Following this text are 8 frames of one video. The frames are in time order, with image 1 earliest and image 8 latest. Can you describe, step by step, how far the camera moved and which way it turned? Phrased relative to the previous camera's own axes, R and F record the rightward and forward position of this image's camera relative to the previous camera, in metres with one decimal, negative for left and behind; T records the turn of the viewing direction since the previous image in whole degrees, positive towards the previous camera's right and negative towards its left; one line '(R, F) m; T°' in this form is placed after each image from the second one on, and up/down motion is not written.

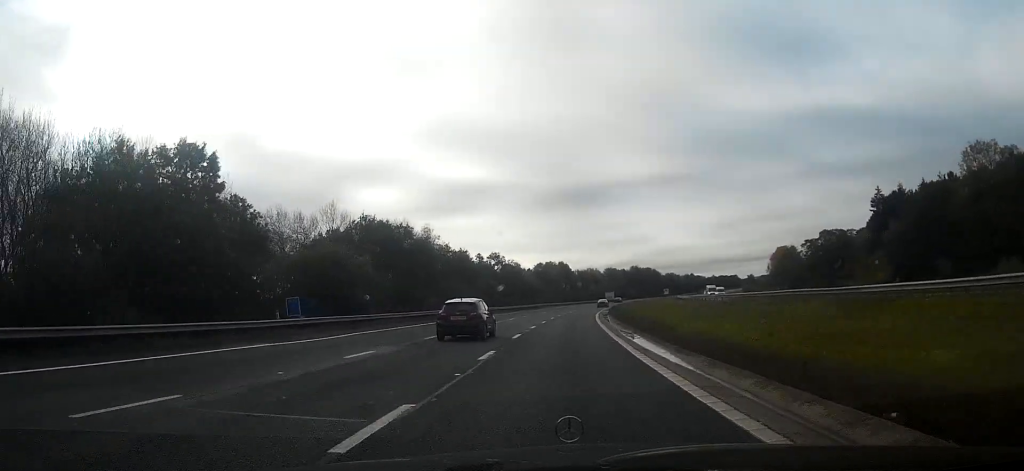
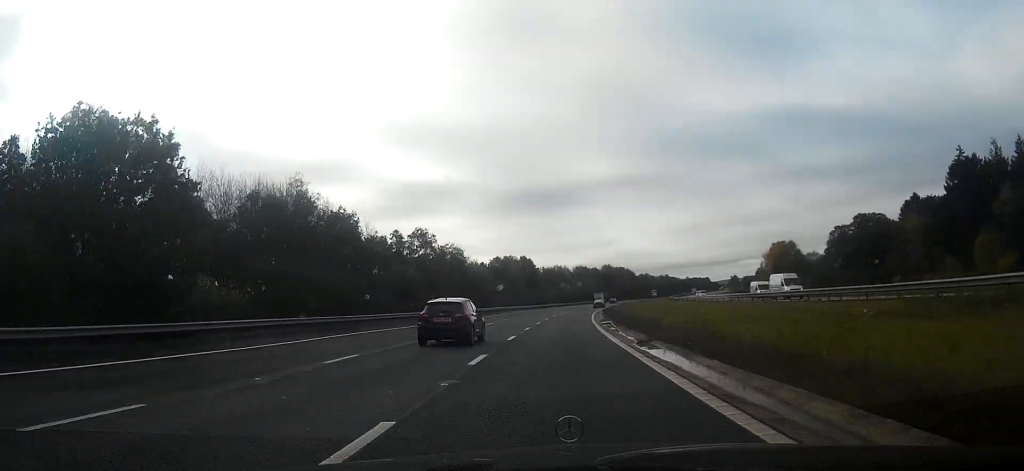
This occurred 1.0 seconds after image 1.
(+0.9, +35.7) m; +3°
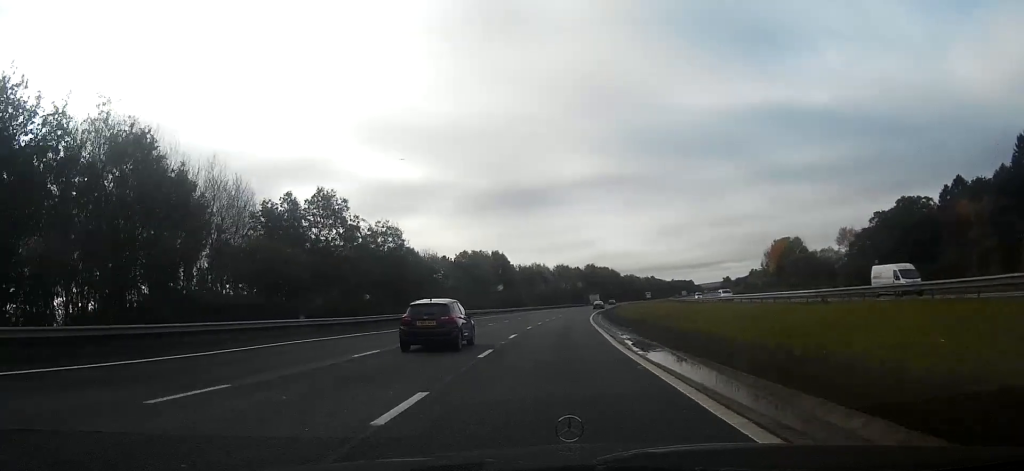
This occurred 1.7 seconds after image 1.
(+0.6, +24.2) m; +2°
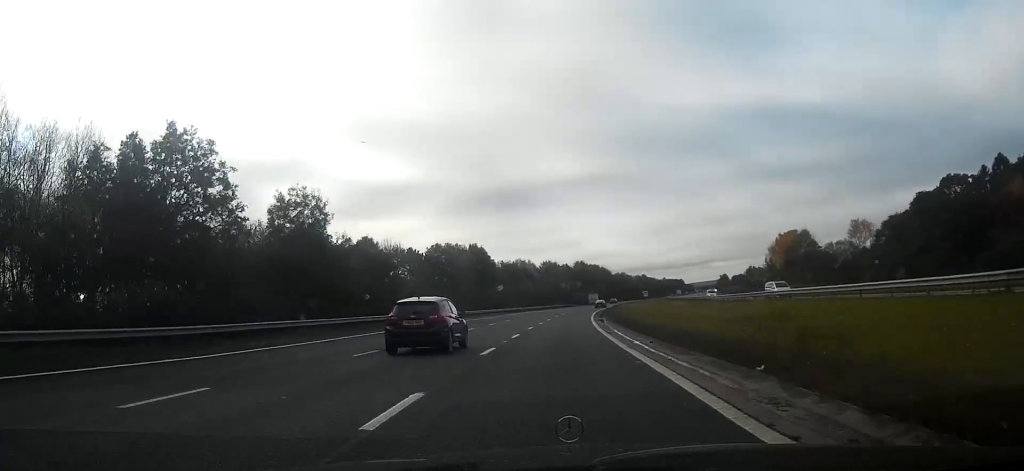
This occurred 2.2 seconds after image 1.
(+0.2, +17.3) m; +1°
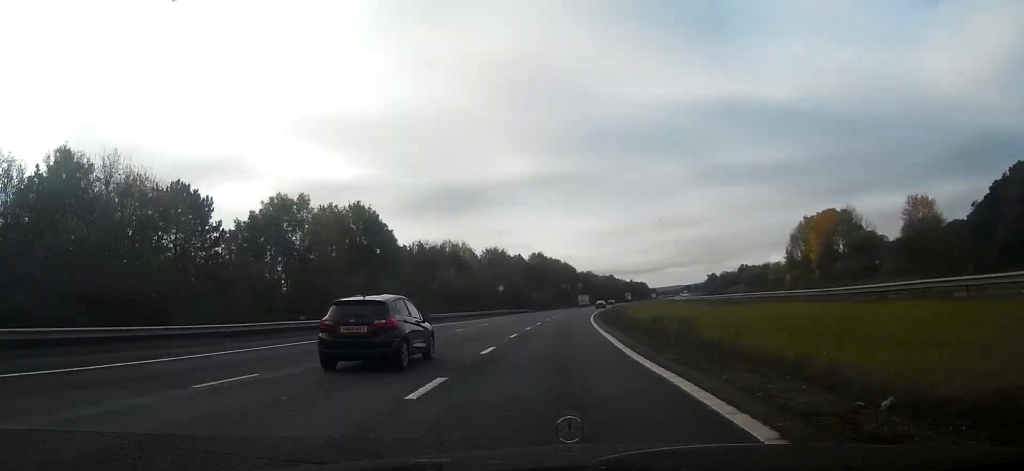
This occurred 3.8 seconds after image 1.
(+1.9, +53.4) m; +4°
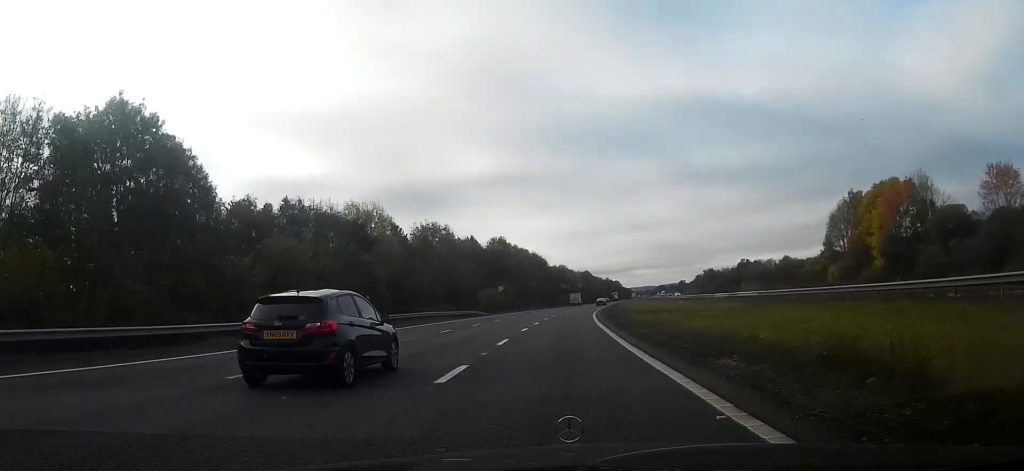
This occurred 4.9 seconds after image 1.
(+0.8, +39.9) m; +3°
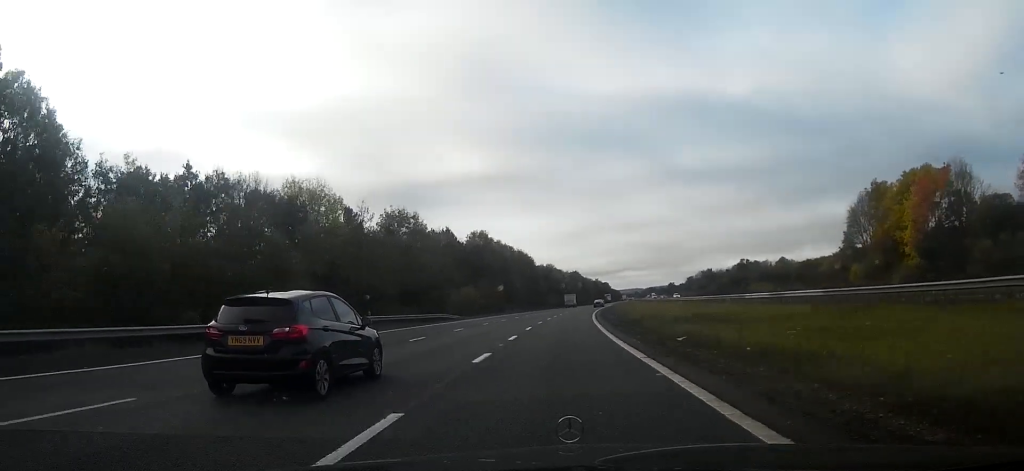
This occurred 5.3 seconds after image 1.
(+0.3, +14.0) m; +1°
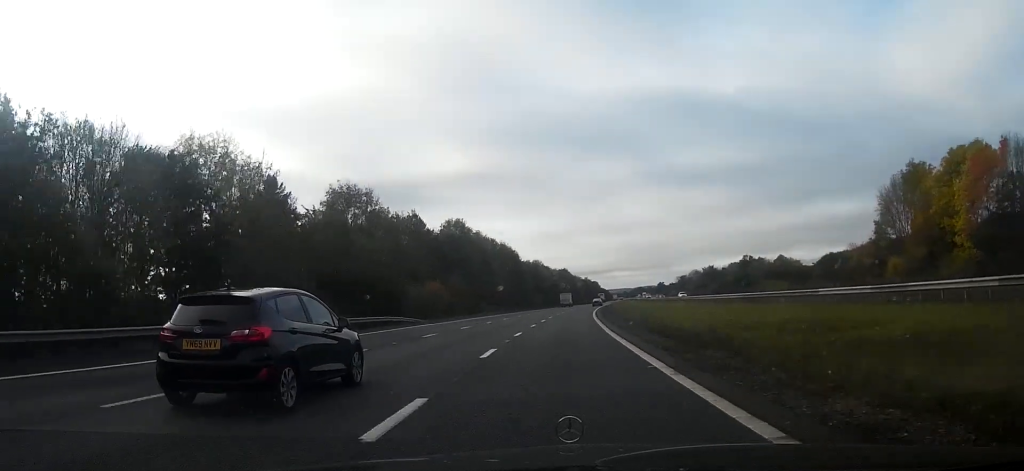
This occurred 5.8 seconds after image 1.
(+0.2, +16.4) m; +1°
